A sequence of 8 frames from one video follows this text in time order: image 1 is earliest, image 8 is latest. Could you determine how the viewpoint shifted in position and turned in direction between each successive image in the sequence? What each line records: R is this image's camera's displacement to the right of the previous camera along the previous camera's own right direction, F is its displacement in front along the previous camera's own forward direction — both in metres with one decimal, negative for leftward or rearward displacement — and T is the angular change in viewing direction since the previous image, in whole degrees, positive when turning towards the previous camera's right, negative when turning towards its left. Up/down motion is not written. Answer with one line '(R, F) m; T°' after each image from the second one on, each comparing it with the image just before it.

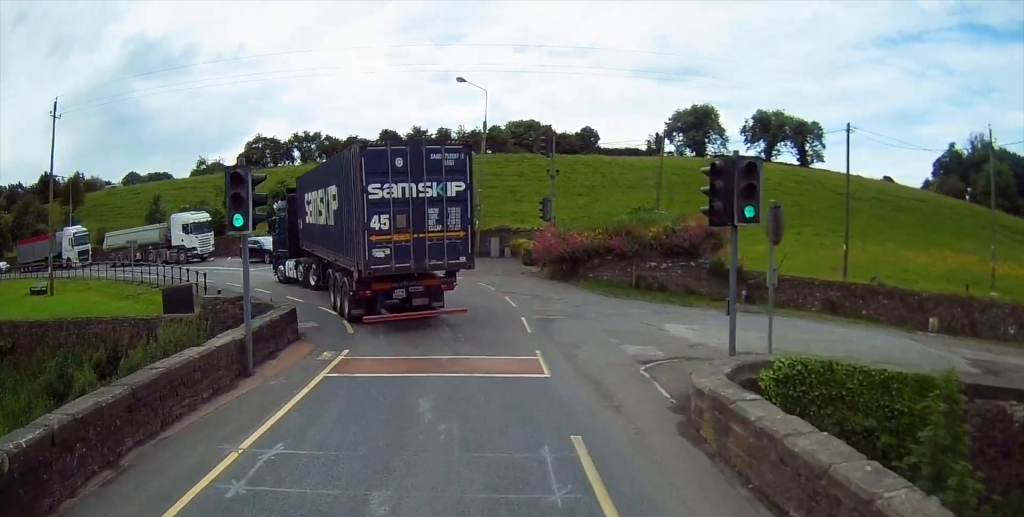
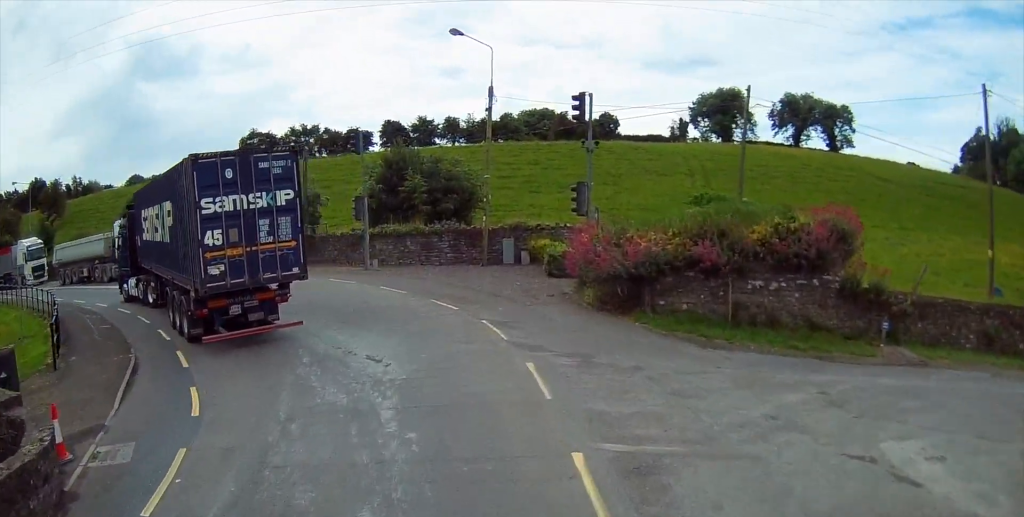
(-0.1, +11.2) m; +1°
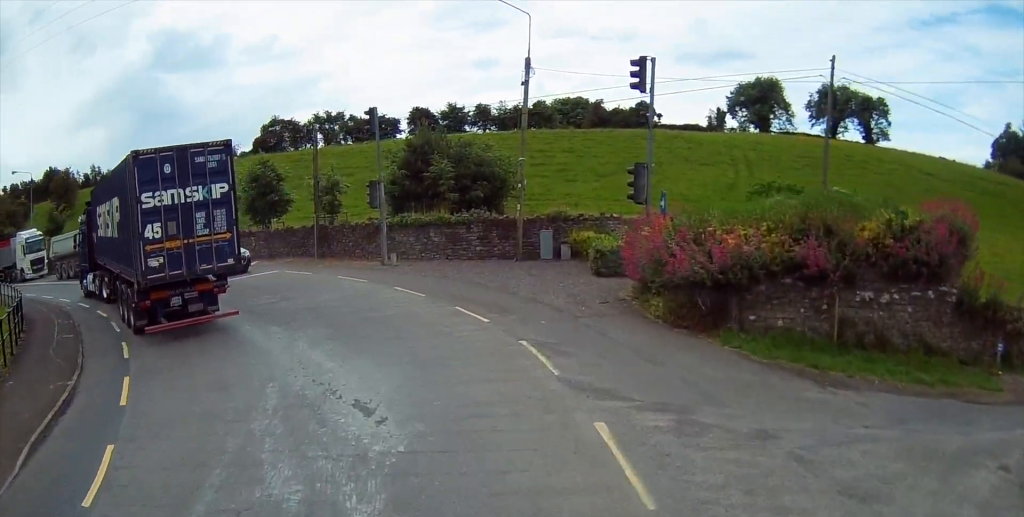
(+0.2, +4.2) m; +1°
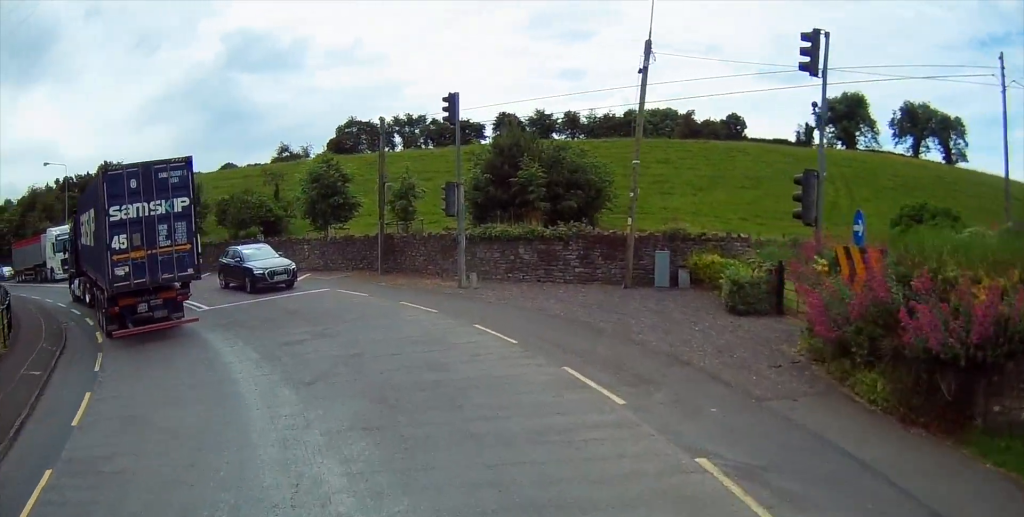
(-0.1, +5.0) m; -7°
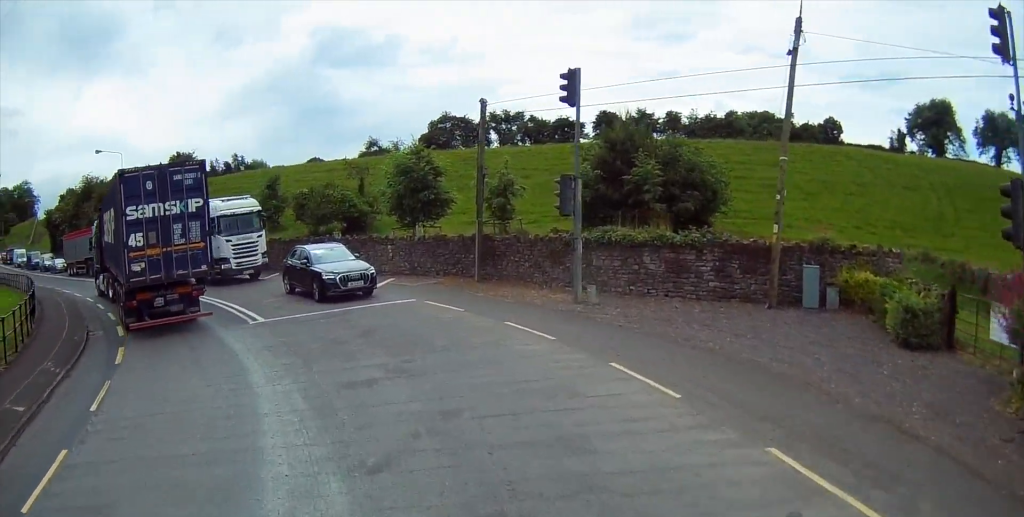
(+0.1, +3.7) m; -7°
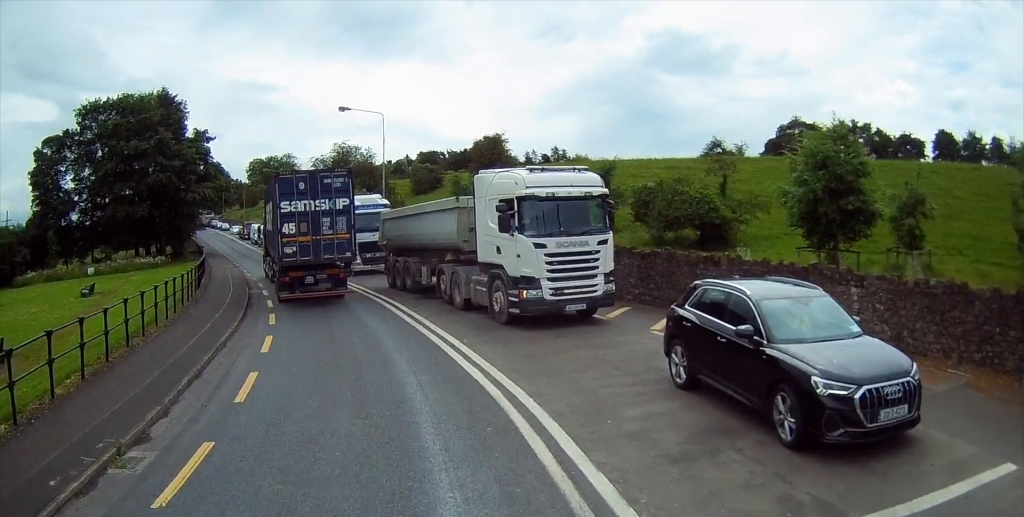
(-3.6, +11.6) m; -27°
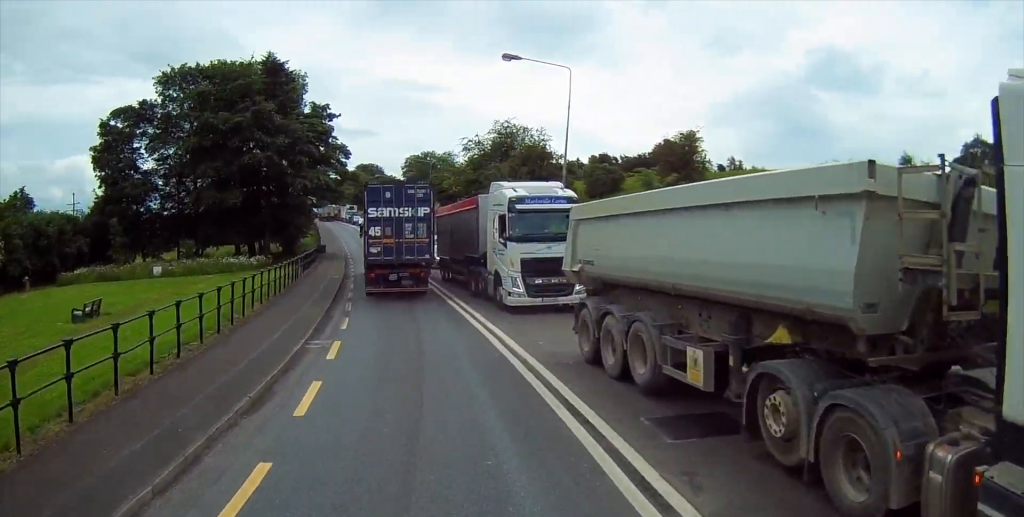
(-1.5, +12.3) m; -13°
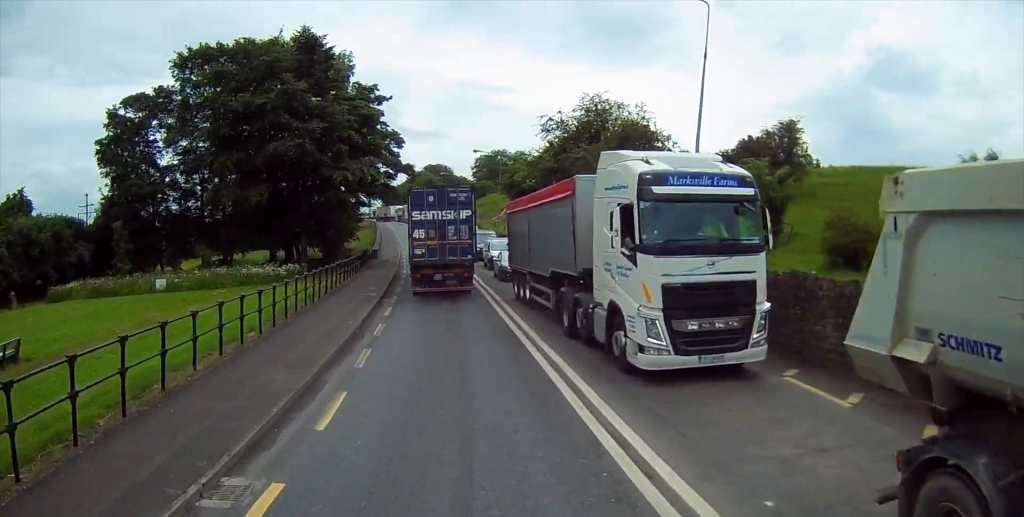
(-0.6, +8.3) m; -7°
